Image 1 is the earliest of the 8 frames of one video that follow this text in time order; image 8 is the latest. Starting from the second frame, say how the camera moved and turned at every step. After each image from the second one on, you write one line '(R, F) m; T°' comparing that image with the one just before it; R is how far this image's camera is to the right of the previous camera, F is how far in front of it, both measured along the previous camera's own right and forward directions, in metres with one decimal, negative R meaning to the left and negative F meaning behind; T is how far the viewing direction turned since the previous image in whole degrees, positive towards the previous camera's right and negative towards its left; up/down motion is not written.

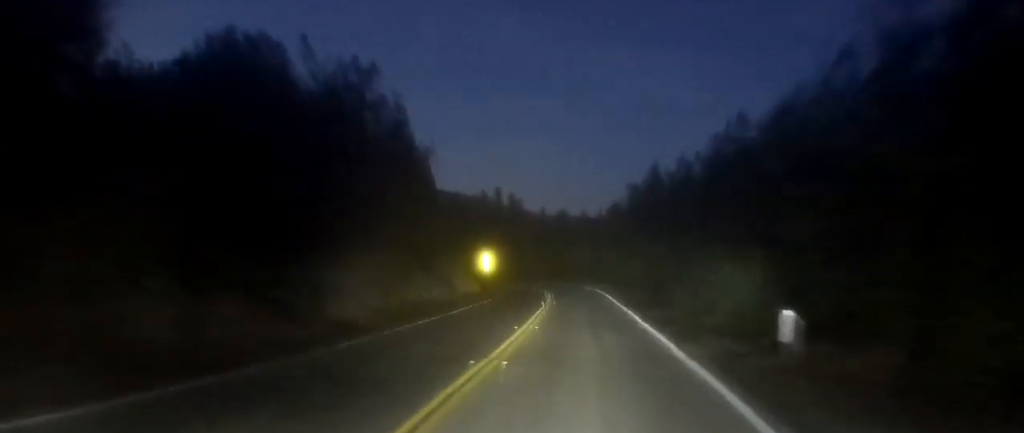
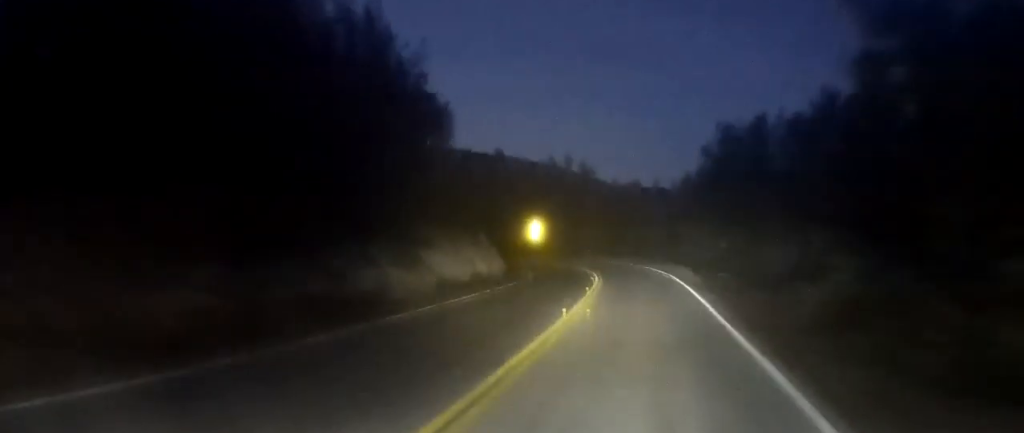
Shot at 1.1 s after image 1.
(-0.4, +18.9) m; 0°
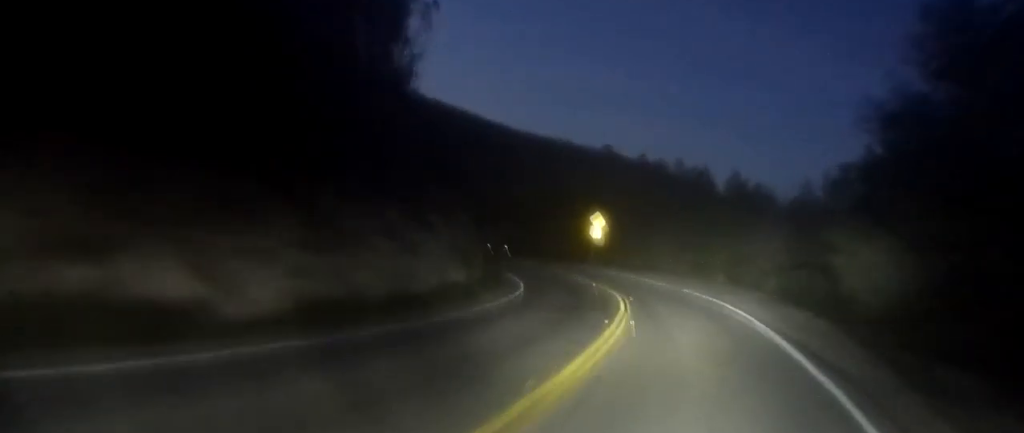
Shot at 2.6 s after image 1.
(-1.6, +24.6) m; -14°
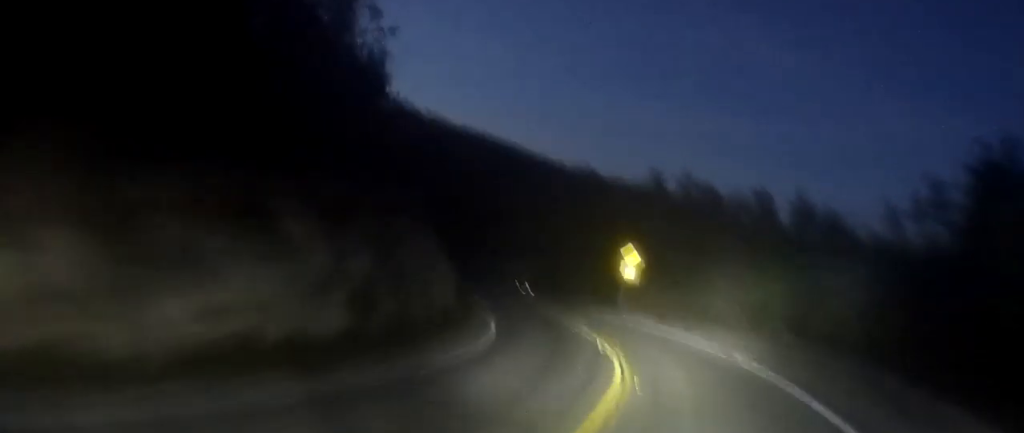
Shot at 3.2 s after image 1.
(-1.1, +10.4) m; -9°
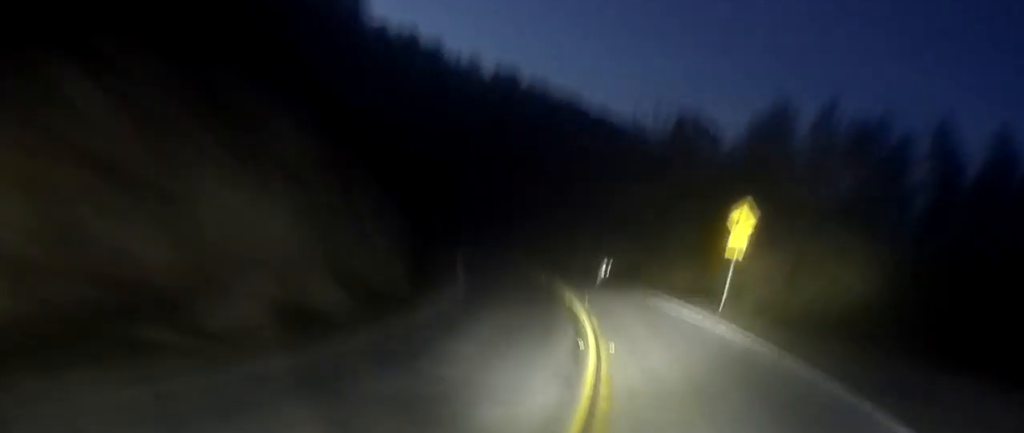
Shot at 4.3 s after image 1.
(-1.0, +15.8) m; -9°
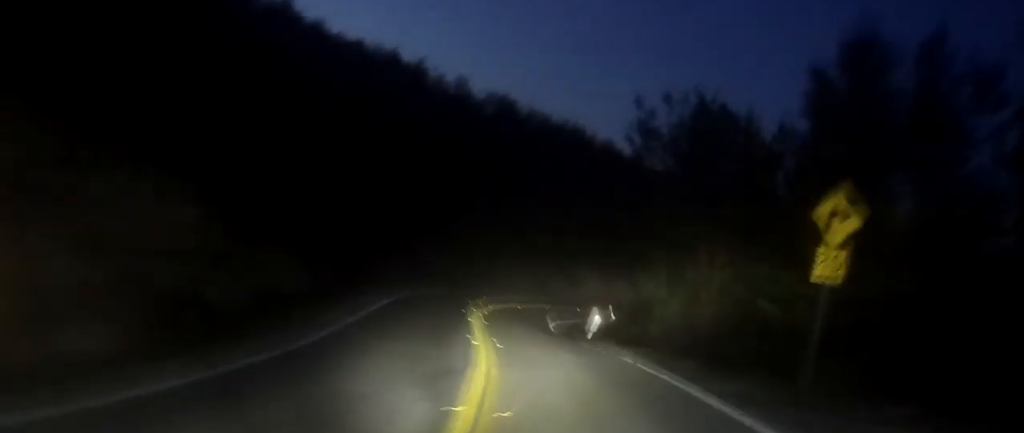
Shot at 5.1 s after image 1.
(-0.8, +11.7) m; -10°
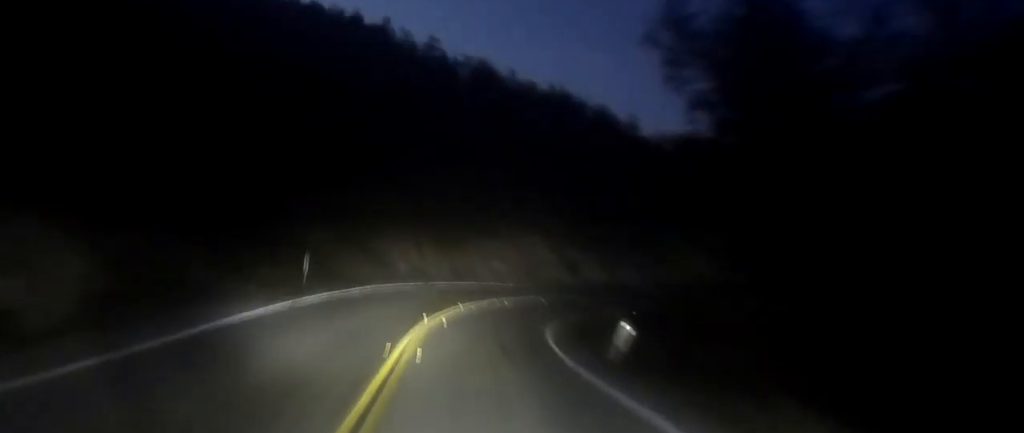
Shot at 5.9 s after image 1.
(-1.2, +11.4) m; +1°
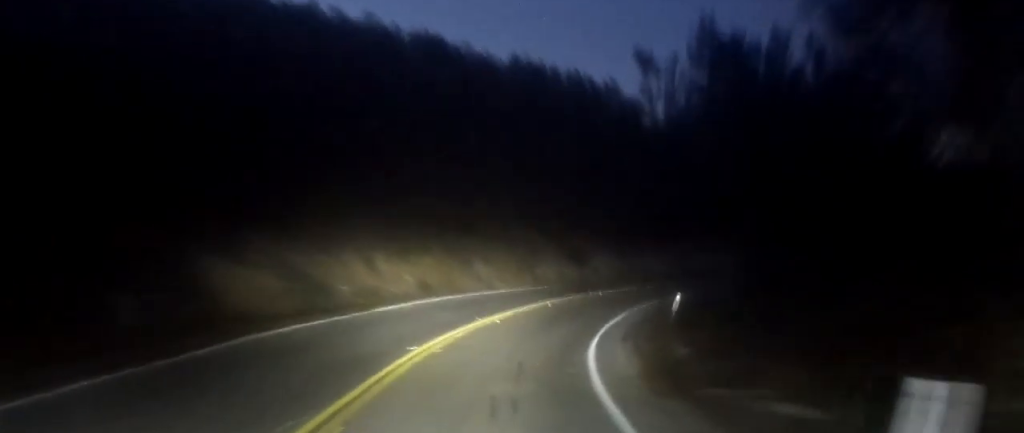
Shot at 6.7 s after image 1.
(+0.7, +13.1) m; +9°
